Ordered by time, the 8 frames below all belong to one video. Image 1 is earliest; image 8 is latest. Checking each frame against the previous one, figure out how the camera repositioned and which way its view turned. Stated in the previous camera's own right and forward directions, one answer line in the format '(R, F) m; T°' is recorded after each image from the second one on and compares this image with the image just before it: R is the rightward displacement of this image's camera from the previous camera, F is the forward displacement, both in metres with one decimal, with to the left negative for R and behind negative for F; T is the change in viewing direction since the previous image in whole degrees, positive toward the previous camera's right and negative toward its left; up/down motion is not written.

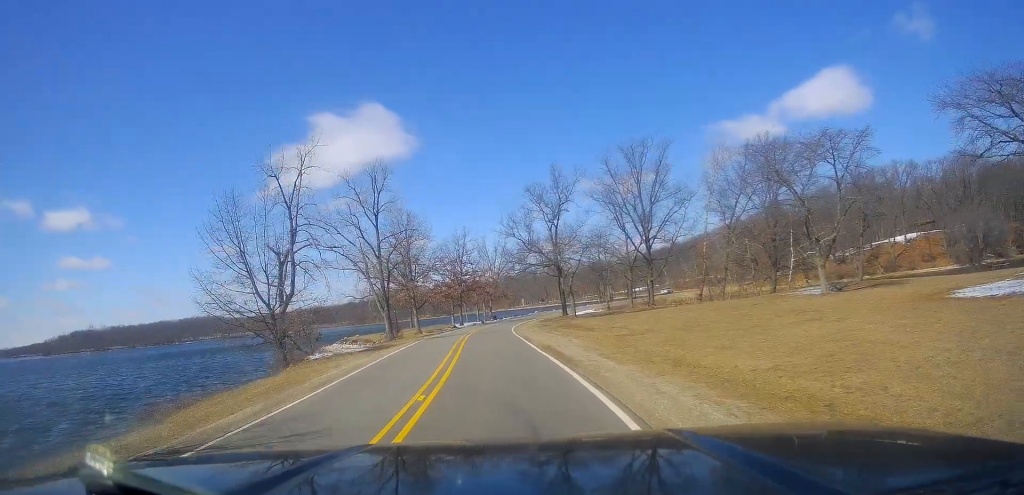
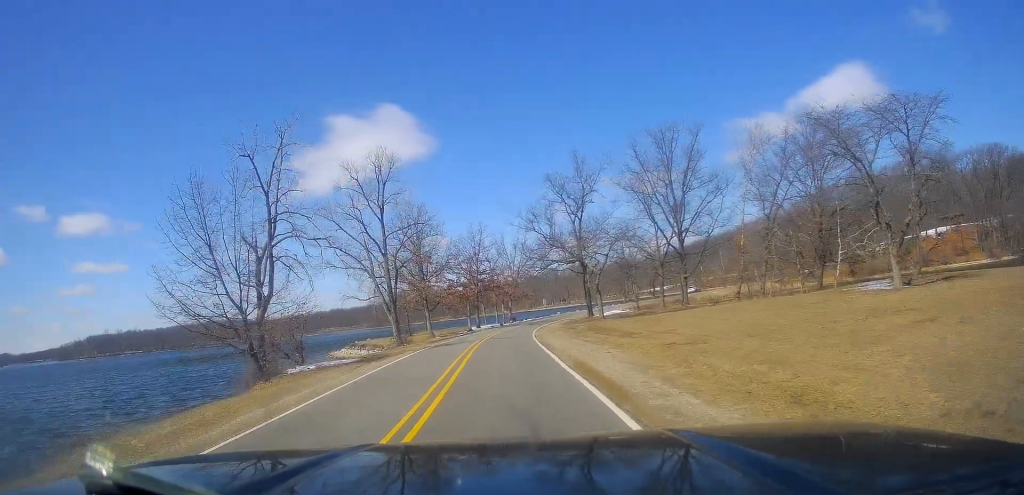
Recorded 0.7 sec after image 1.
(-0.1, +5.9) m; -1°
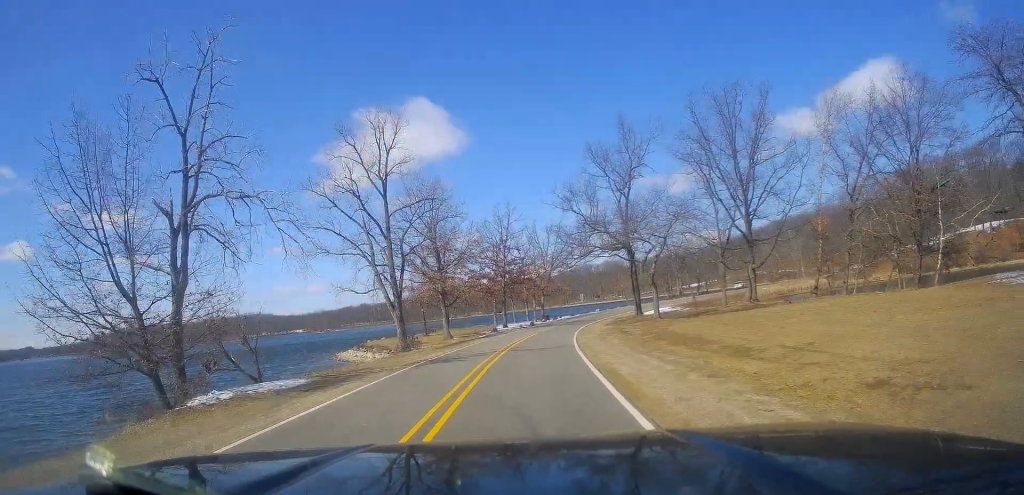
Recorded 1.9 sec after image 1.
(-0.2, +10.9) m; -5°
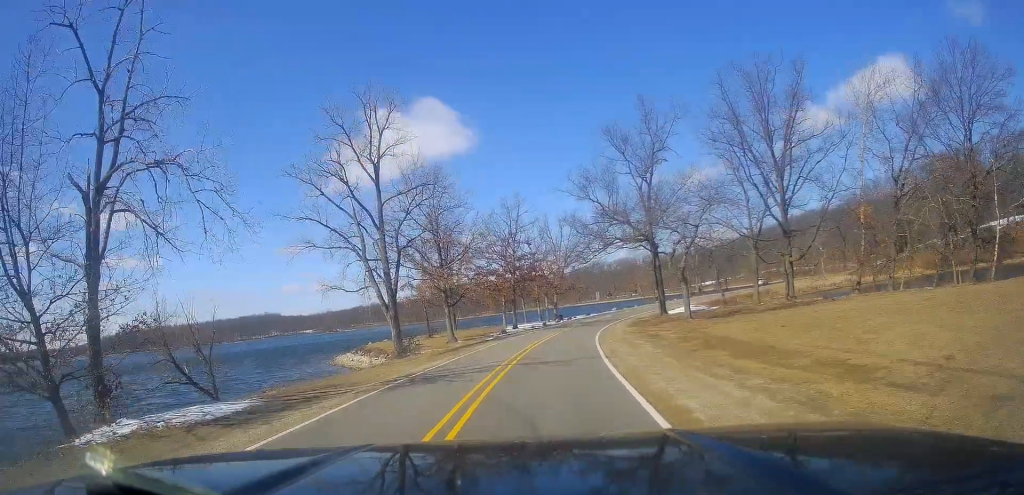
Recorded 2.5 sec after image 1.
(-0.3, +5.6) m; -3°
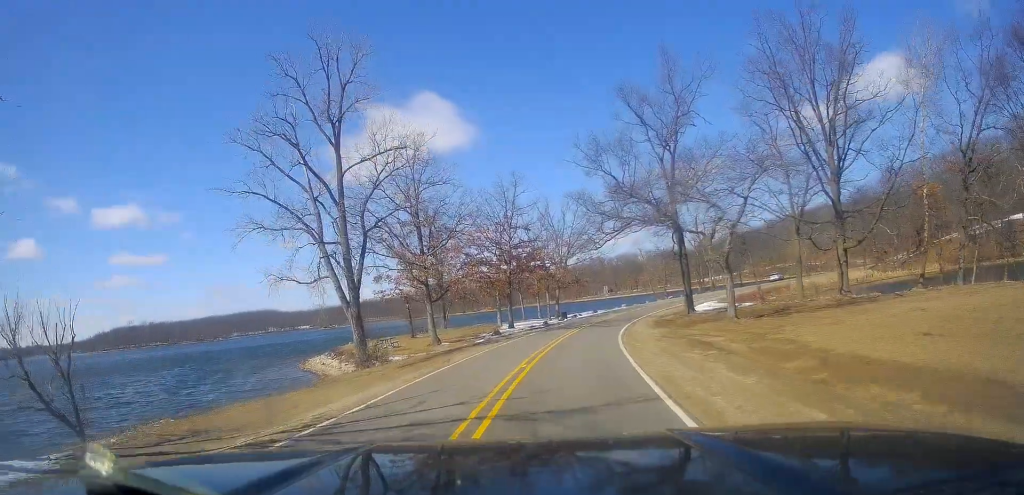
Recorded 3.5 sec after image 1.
(-0.1, +8.8) m; 0°
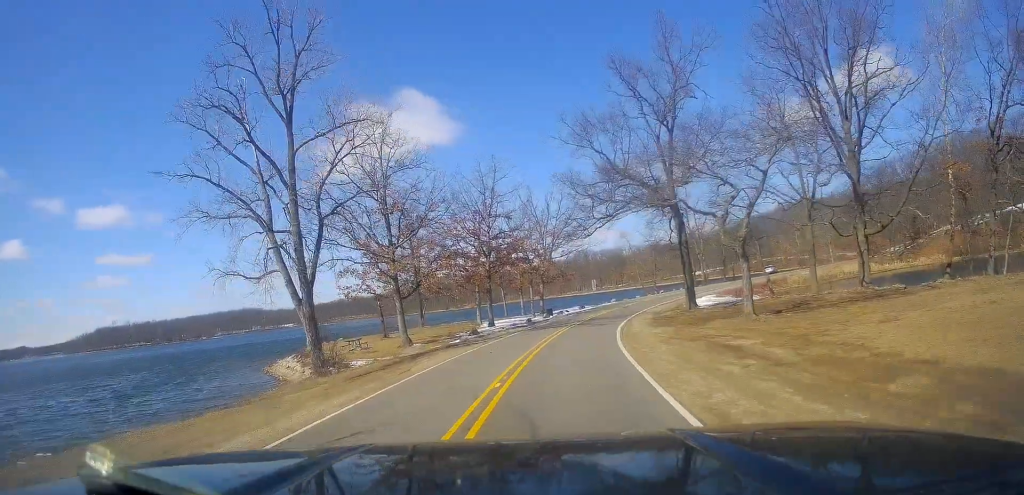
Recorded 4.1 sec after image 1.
(0.0, +4.7) m; +1°
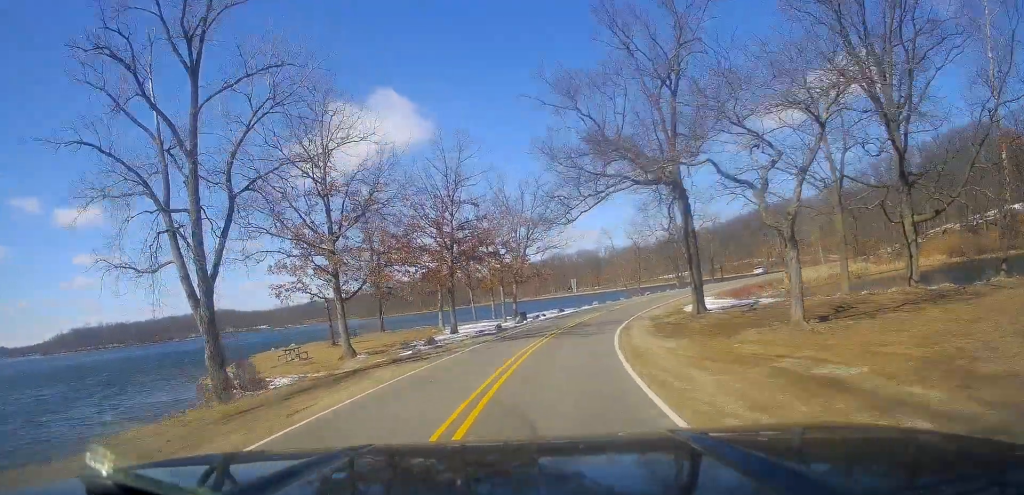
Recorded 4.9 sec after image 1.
(+0.2, +7.2) m; +2°
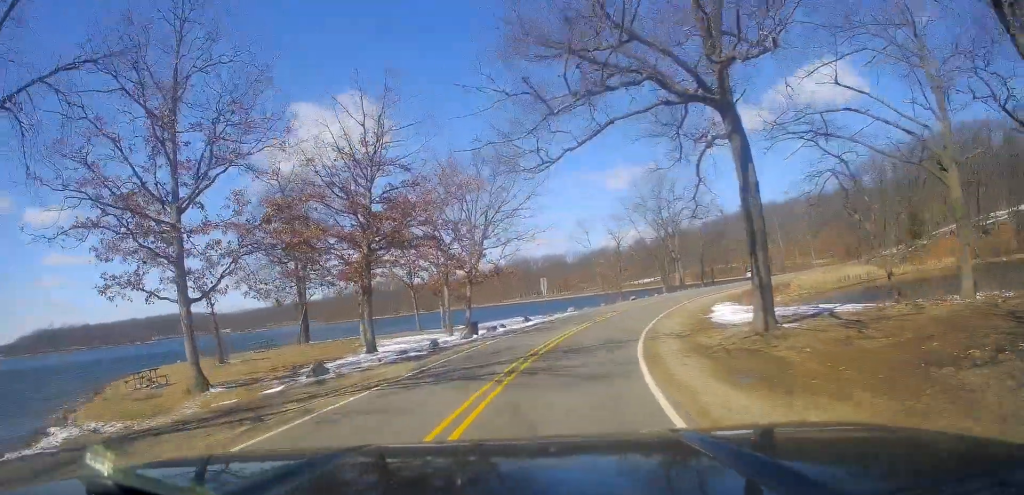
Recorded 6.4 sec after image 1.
(+0.1, +12.2) m; +1°
